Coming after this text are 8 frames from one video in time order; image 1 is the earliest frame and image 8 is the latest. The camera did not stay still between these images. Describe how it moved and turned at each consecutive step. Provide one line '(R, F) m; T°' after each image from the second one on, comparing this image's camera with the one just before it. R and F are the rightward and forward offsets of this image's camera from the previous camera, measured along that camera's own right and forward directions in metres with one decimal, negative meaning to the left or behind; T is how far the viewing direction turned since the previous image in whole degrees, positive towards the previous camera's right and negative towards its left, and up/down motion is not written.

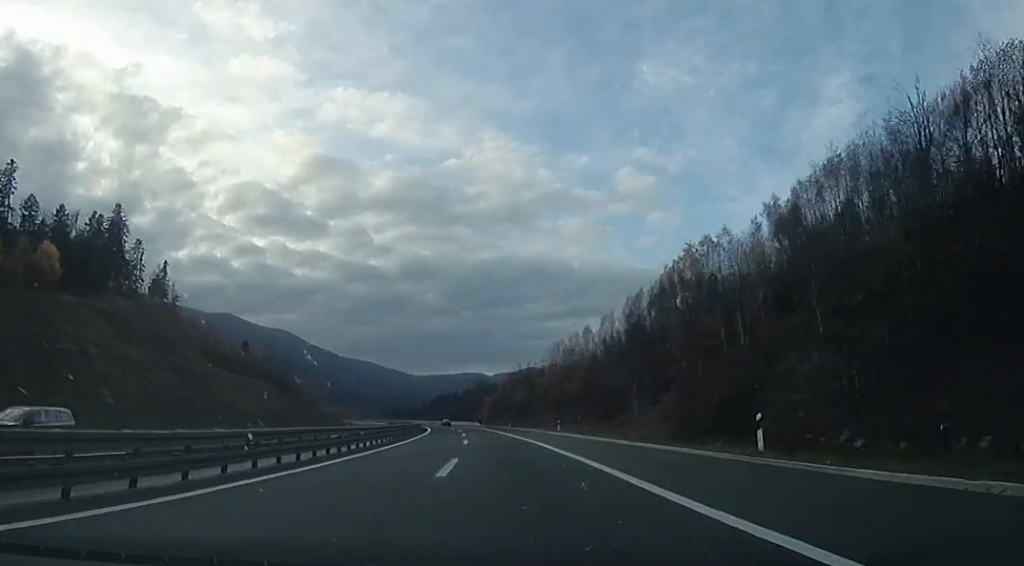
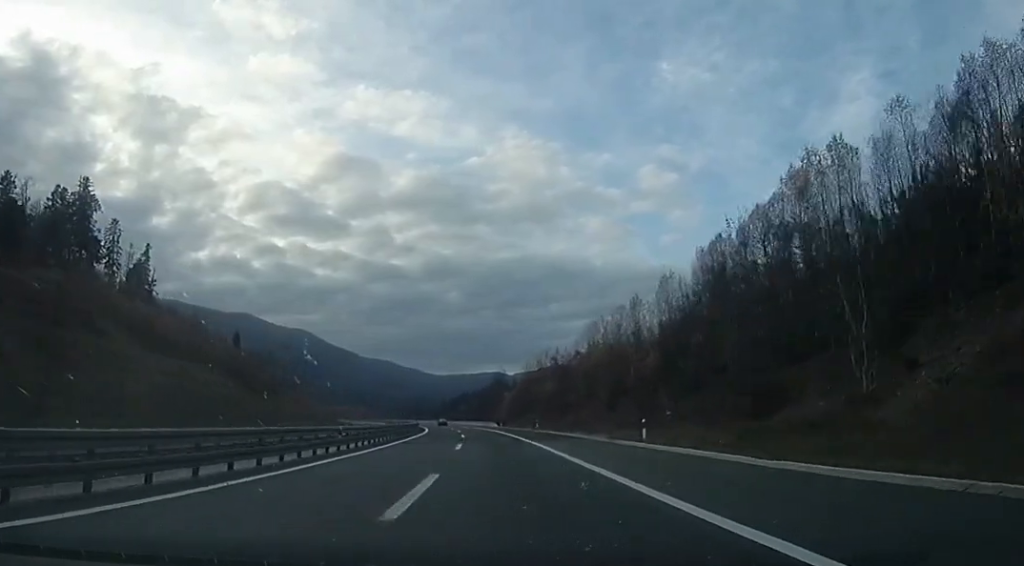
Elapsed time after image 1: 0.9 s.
(0.0, +25.4) m; -2°
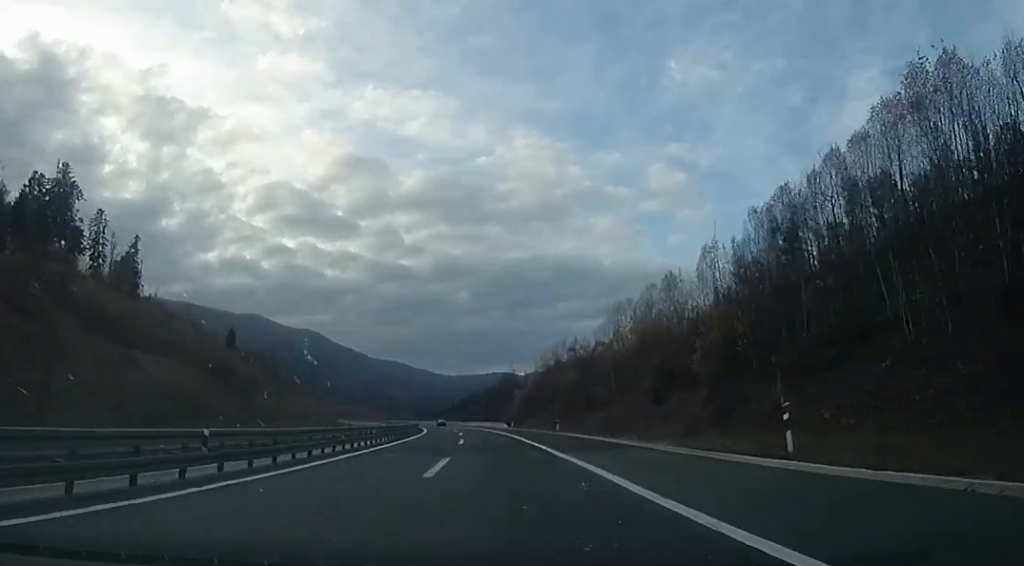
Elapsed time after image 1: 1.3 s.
(+0.3, +12.4) m; -2°
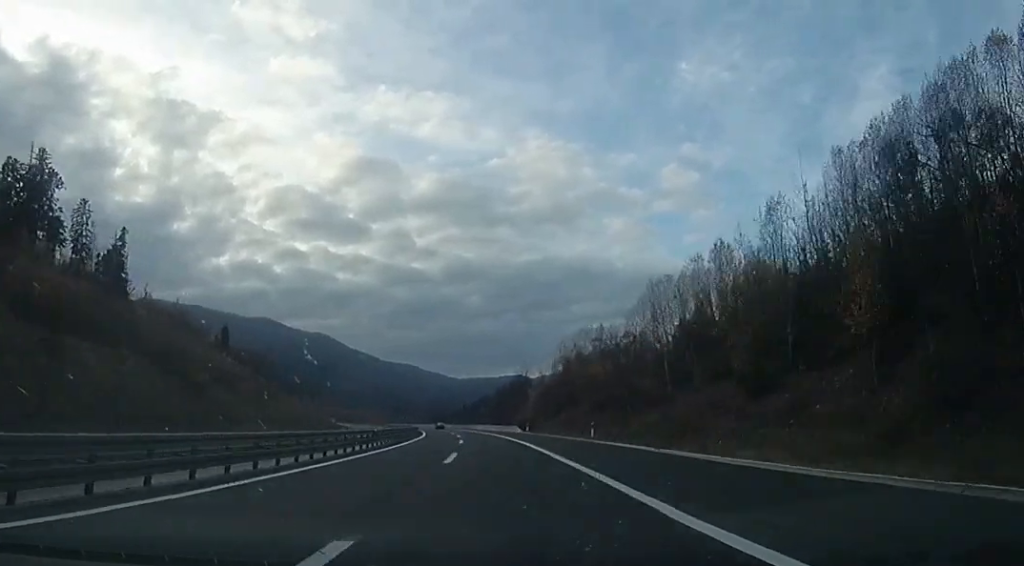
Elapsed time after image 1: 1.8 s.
(-0.5, +13.4) m; -1°
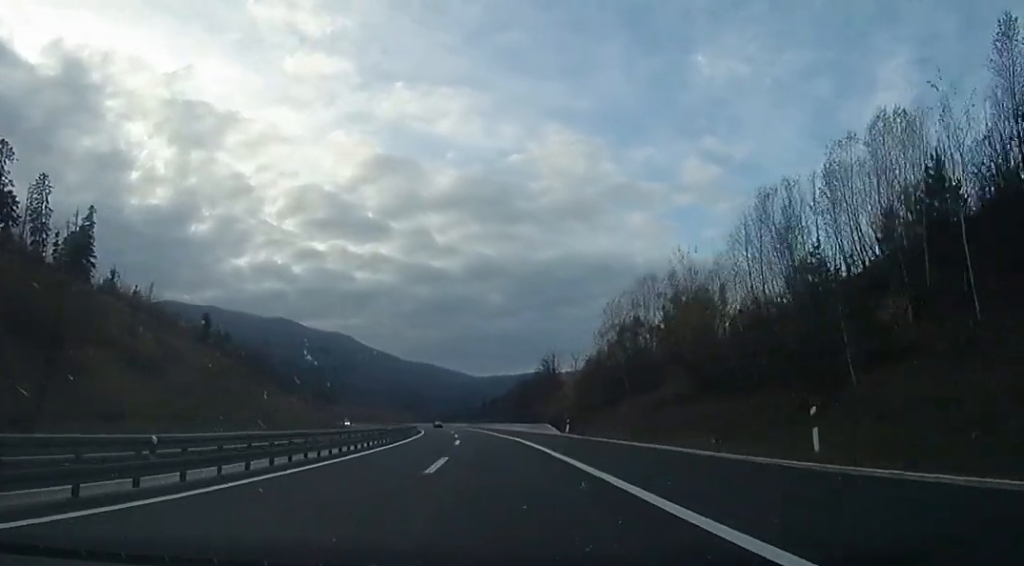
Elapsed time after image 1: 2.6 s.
(-1.0, +24.4) m; -3°
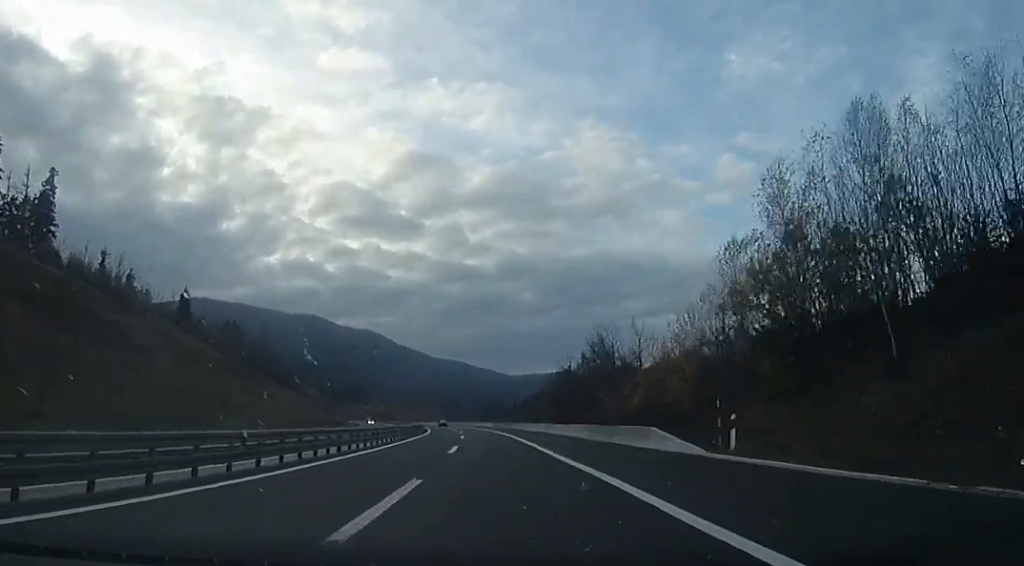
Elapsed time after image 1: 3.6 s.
(0.0, +27.7) m; -3°
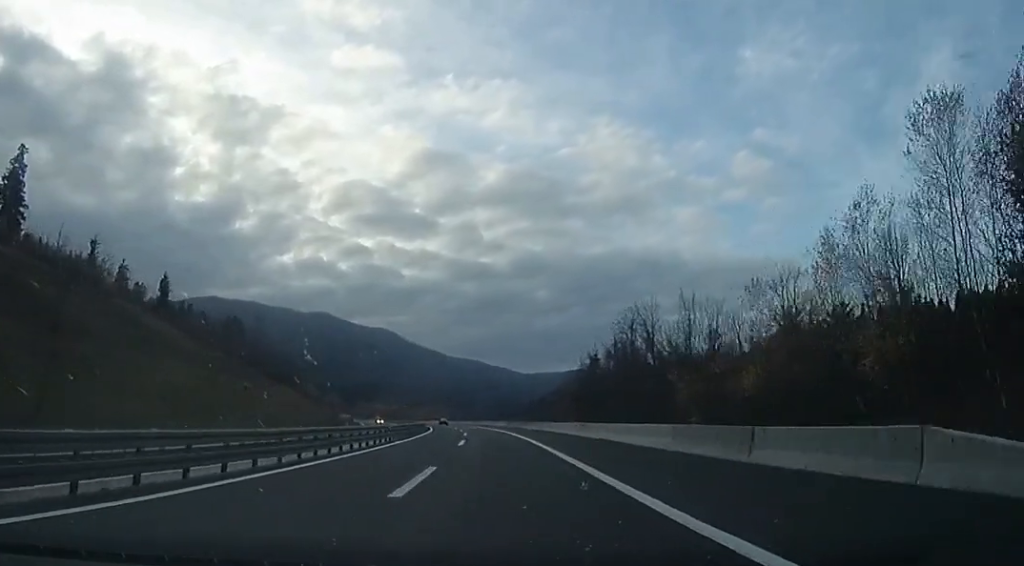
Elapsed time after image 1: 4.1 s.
(-0.8, +14.8) m; -2°
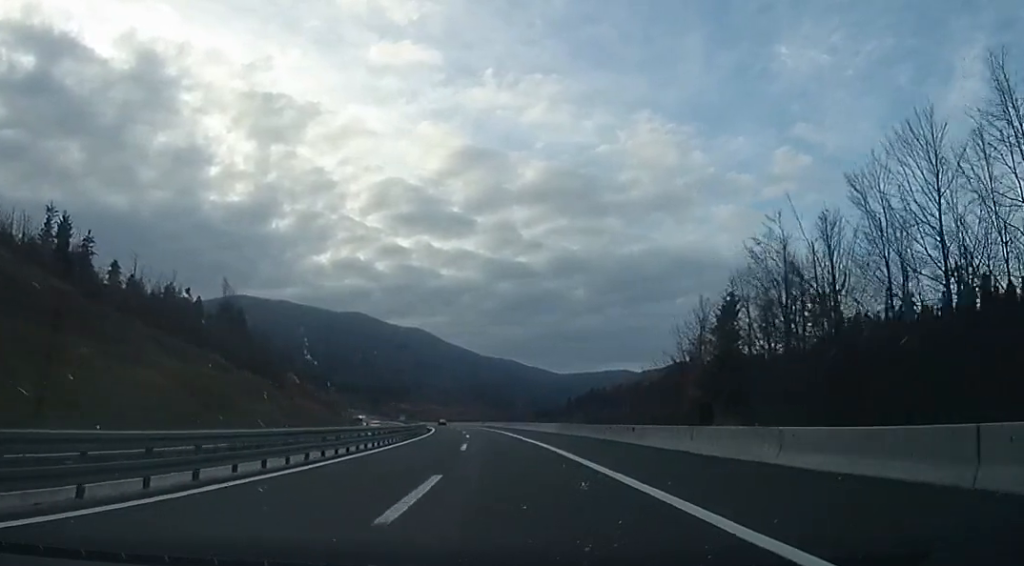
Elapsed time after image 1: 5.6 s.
(-1.4, +42.6) m; -5°
